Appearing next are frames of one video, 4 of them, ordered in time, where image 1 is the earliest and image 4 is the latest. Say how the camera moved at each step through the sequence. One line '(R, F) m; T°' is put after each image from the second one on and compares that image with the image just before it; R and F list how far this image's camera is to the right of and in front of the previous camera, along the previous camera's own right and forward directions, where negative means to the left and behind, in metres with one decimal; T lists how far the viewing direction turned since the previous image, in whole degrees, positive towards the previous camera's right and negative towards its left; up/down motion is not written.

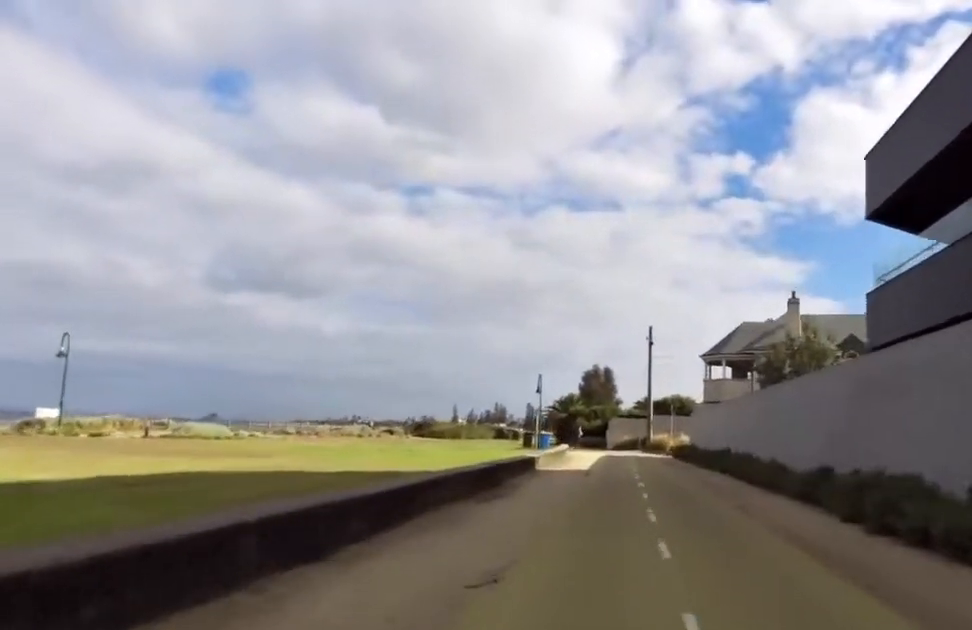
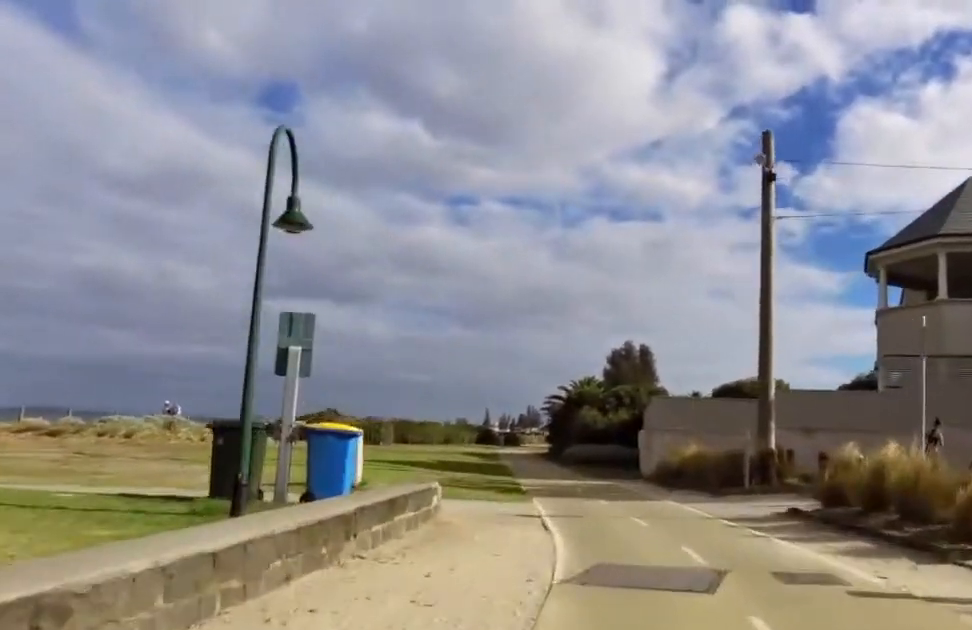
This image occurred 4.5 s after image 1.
(-0.1, +38.1) m; -4°
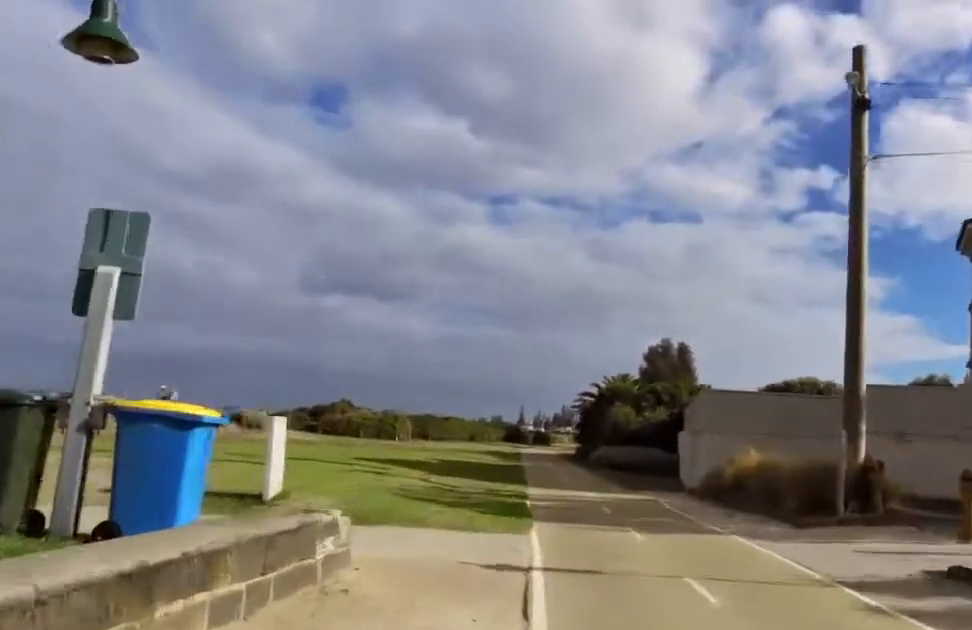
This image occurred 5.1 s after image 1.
(-0.2, +4.6) m; -3°
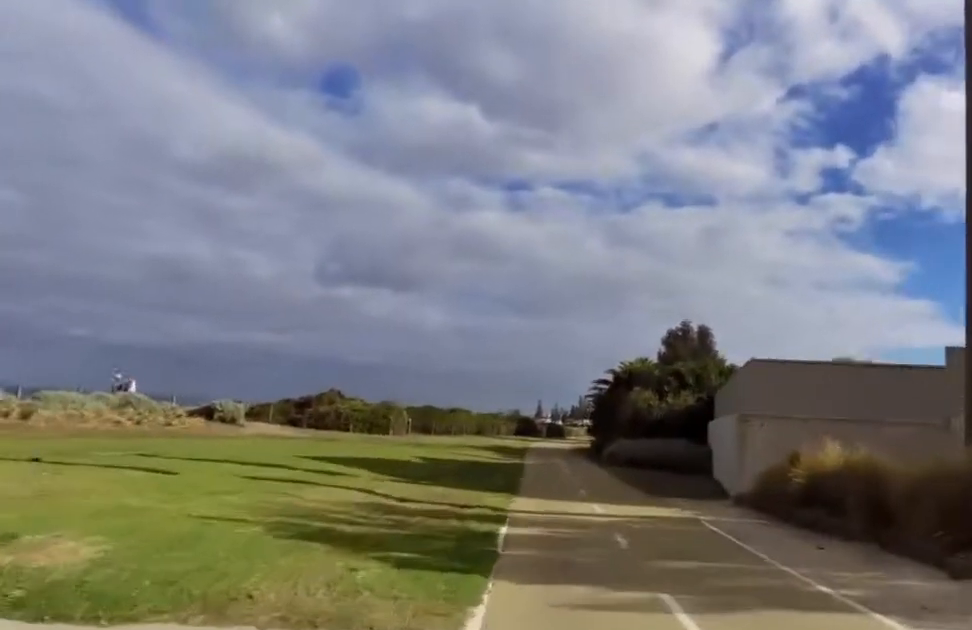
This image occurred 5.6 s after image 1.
(+0.1, +4.6) m; -1°
